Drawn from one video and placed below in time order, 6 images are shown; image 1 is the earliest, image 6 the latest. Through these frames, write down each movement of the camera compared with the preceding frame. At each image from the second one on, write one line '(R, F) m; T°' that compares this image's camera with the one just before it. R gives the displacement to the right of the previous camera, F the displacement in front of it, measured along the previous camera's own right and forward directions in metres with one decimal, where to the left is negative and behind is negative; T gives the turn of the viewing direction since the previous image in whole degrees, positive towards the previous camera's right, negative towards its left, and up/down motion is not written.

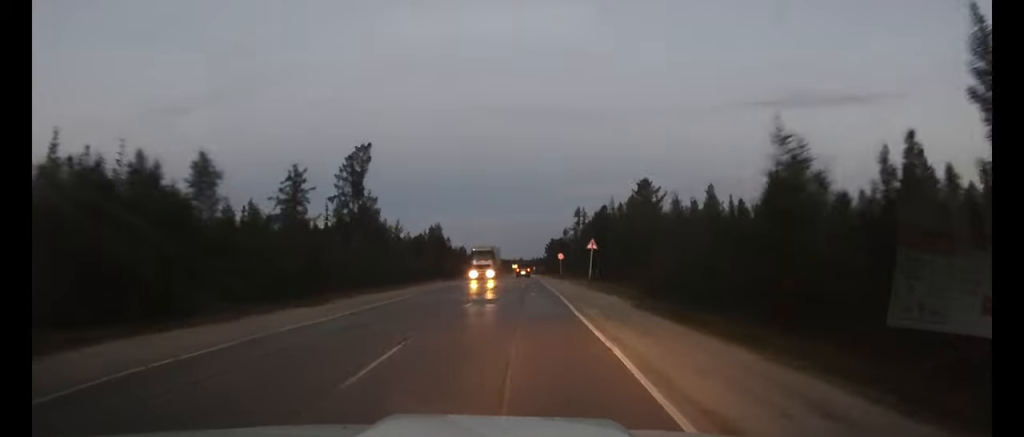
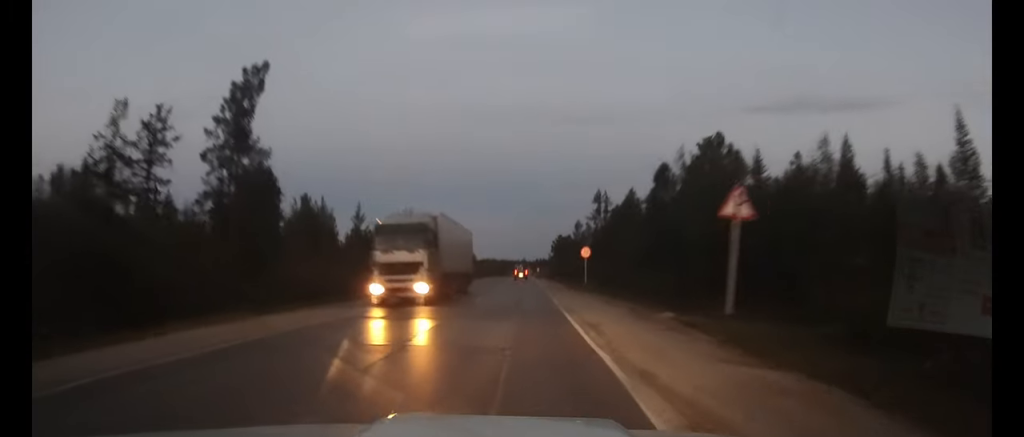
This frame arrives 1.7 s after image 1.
(0.0, +29.1) m; 0°
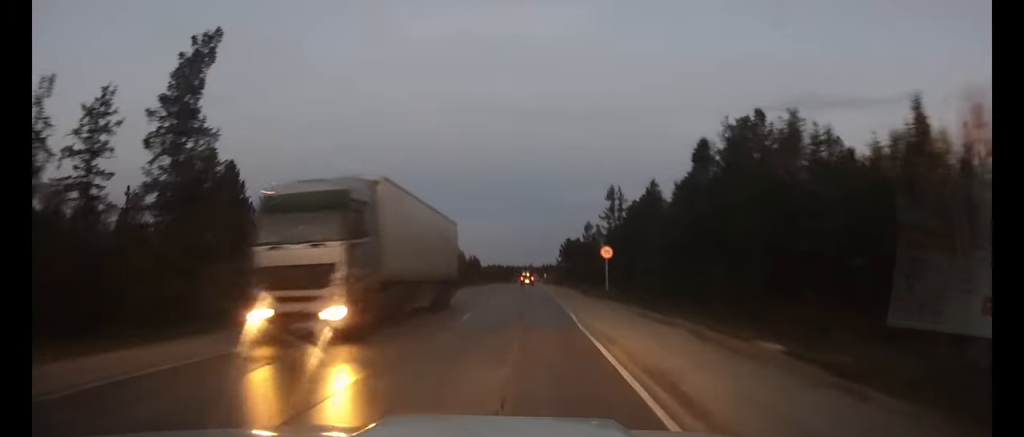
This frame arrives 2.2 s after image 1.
(0.0, +7.9) m; 0°
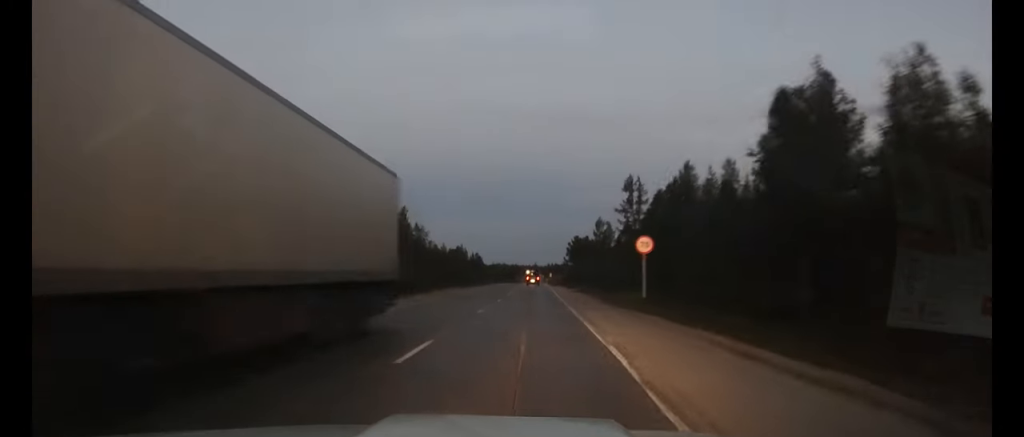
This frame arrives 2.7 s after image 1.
(0.0, +9.5) m; 0°
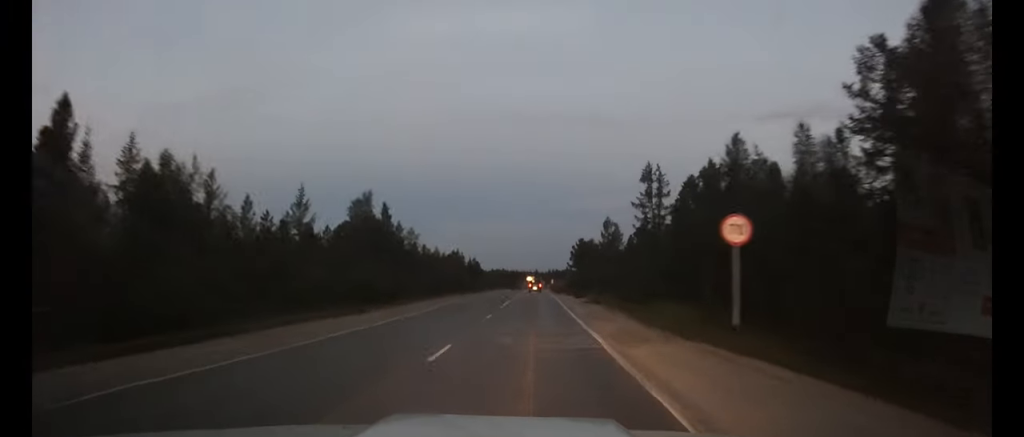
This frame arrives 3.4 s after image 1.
(-0.1, +10.6) m; -1°
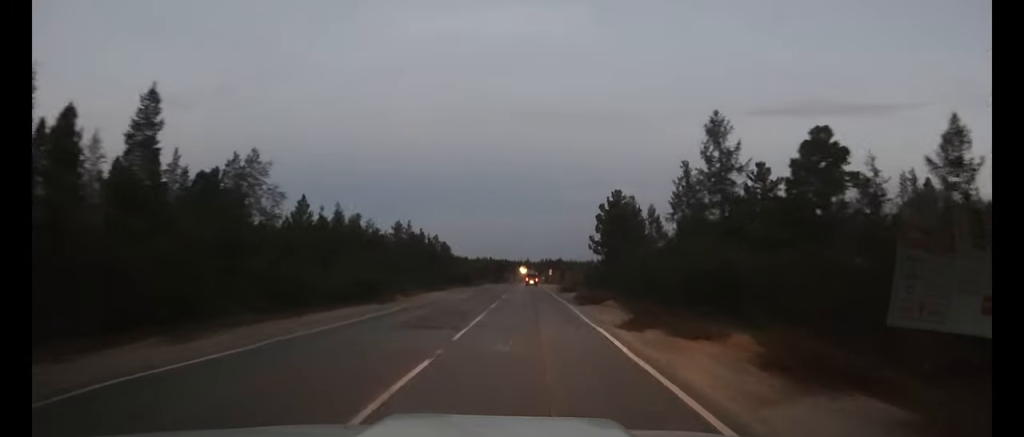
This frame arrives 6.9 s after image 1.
(-0.1, +57.6) m; 0°
